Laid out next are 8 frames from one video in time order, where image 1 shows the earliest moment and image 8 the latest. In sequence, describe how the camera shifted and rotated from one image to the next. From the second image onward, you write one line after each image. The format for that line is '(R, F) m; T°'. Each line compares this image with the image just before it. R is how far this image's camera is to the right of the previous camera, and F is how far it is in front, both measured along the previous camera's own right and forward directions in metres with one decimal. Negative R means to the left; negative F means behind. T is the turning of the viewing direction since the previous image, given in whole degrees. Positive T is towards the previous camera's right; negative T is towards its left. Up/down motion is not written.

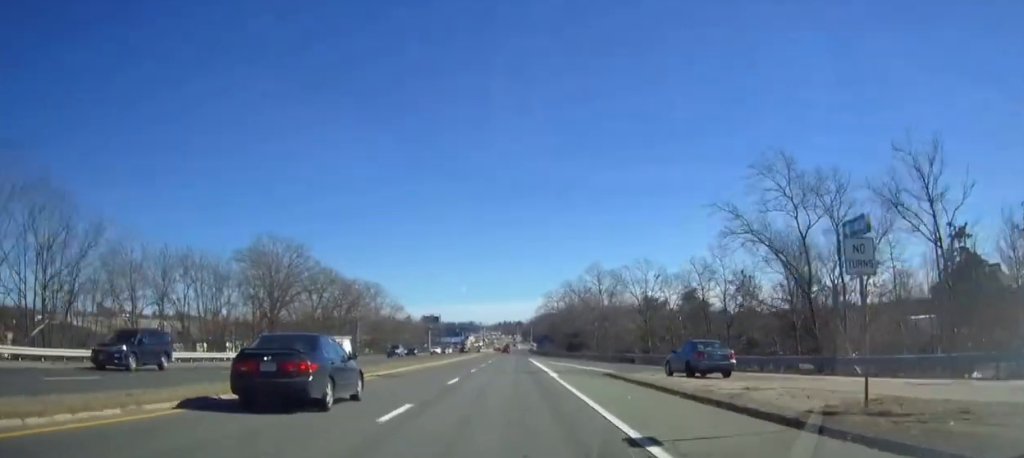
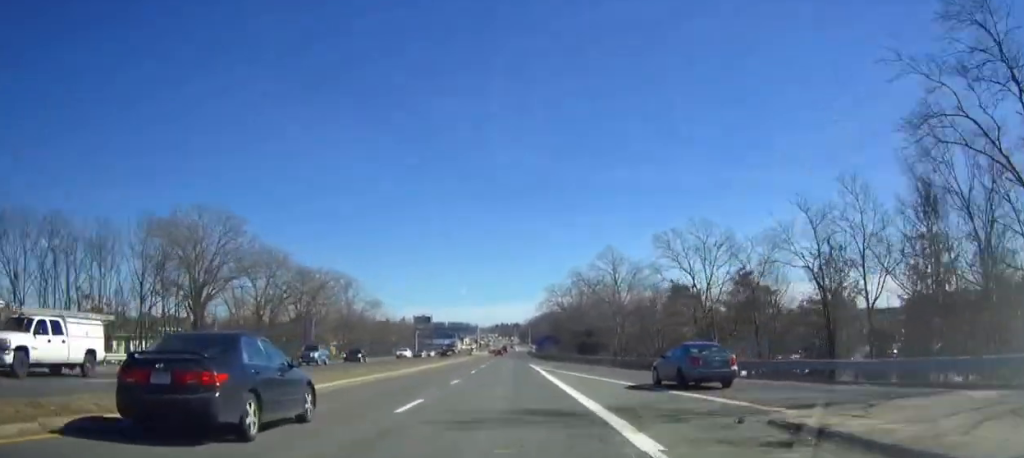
(+0.1, +21.8) m; 0°
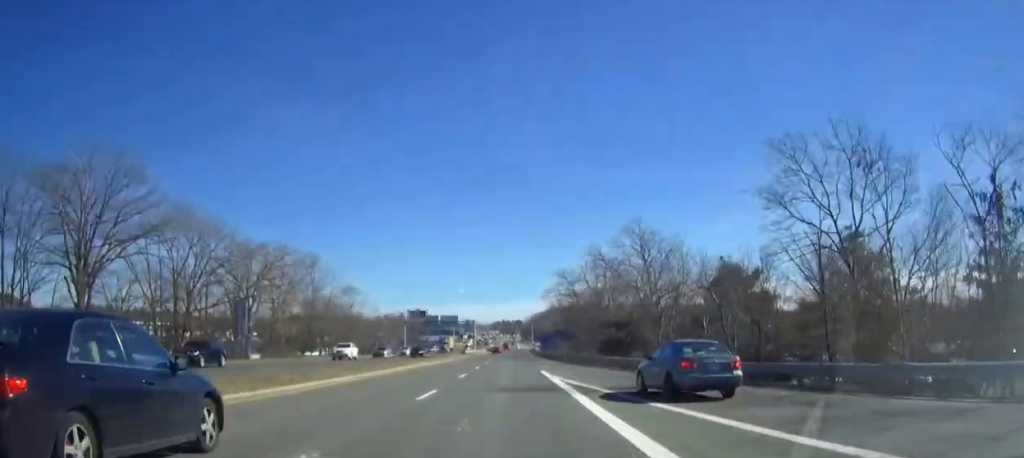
(+0.1, +21.6) m; 0°
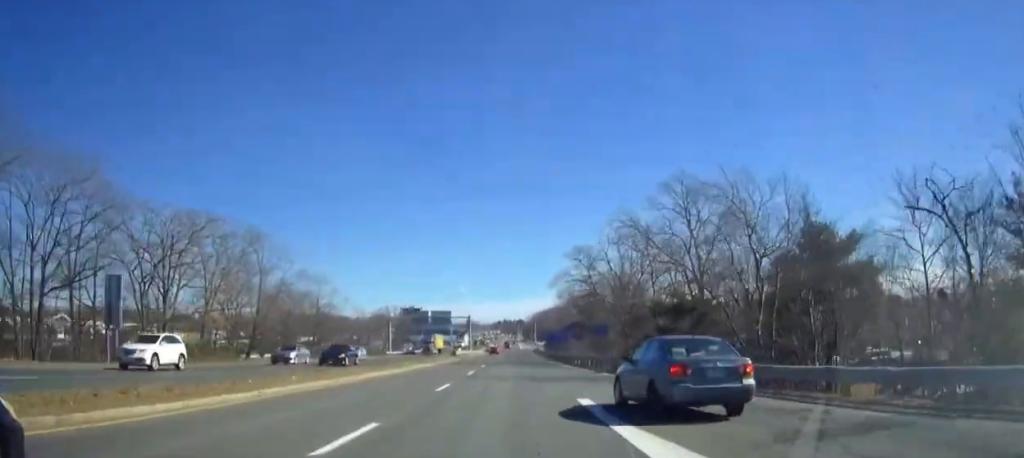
(0.0, +21.1) m; 0°
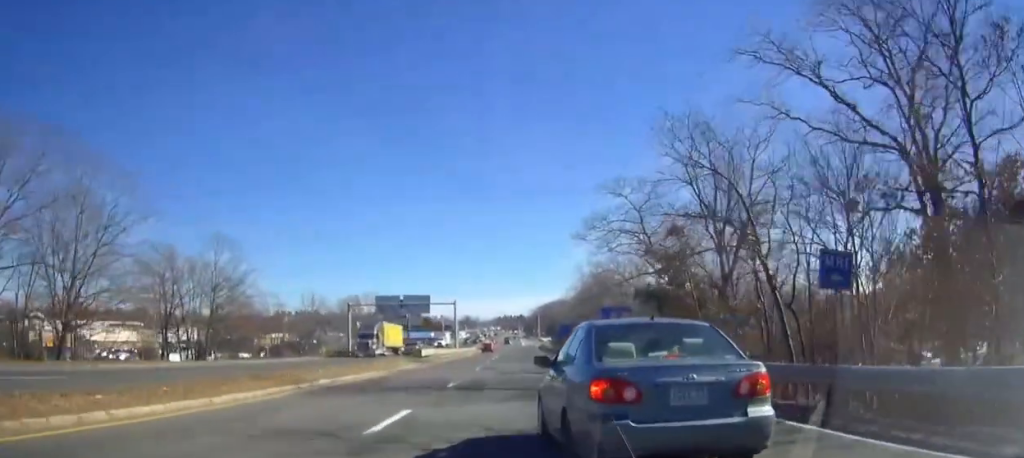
(0.0, +36.2) m; 0°
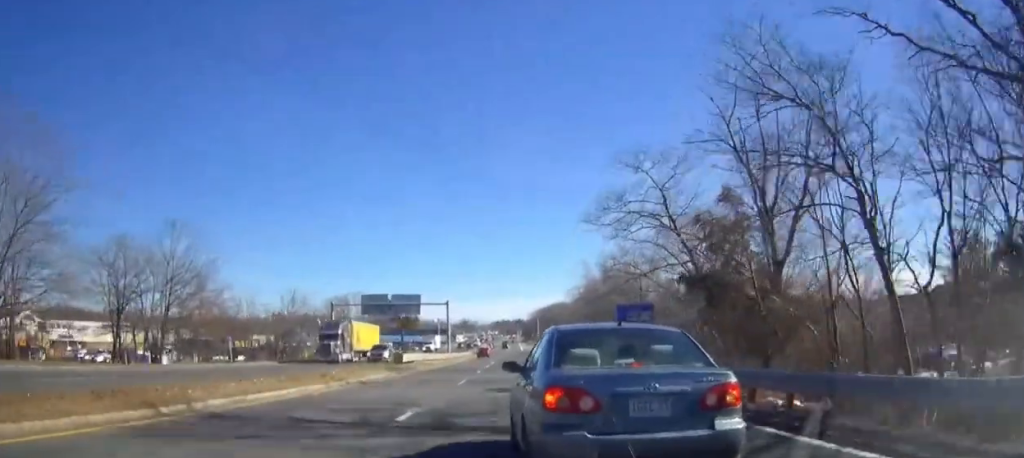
(0.0, +9.0) m; 0°
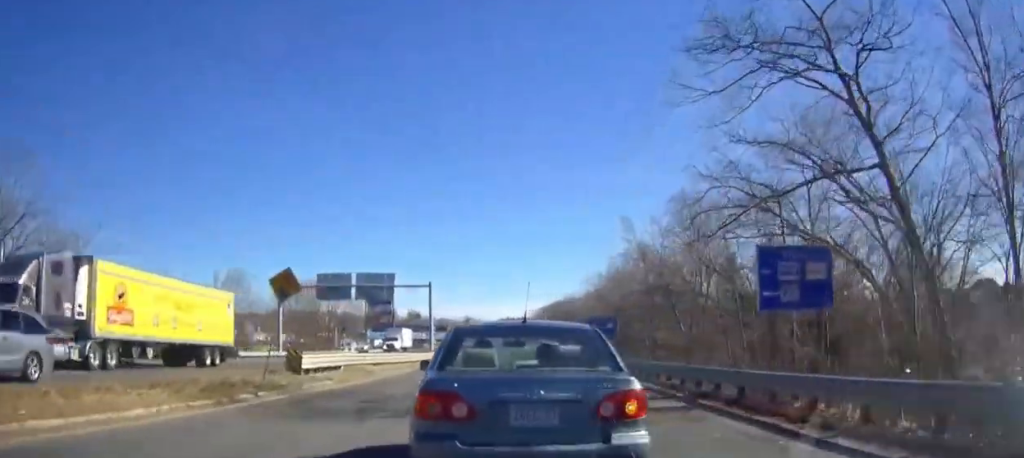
(-0.1, +26.7) m; 0°
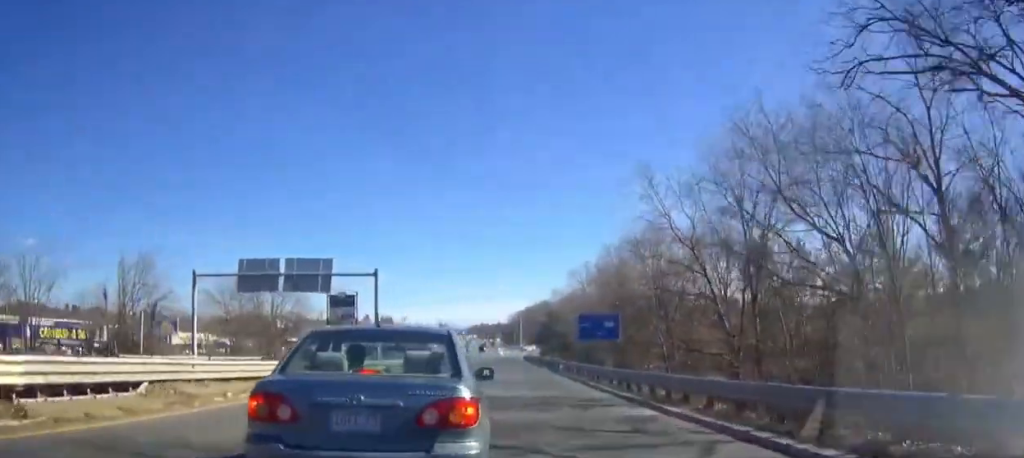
(+0.2, +15.8) m; +1°
